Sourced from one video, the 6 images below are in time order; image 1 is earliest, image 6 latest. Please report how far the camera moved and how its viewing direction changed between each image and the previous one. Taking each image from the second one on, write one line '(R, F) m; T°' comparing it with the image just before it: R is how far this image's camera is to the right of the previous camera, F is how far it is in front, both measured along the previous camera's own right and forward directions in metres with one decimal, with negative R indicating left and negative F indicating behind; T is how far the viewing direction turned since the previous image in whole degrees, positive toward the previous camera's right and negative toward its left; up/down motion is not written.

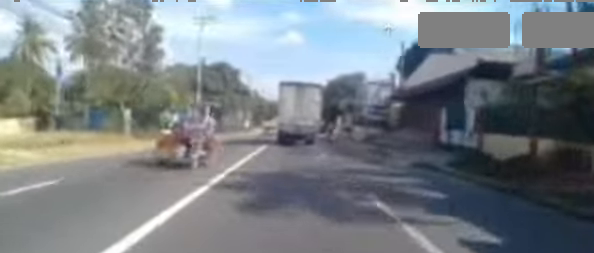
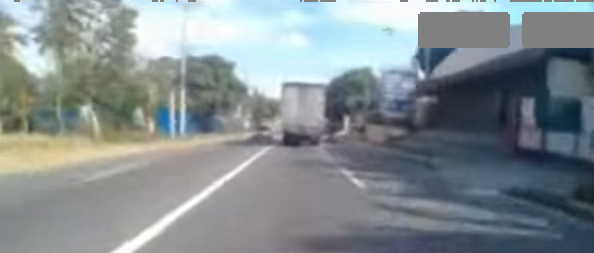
(0.0, +5.6) m; -1°
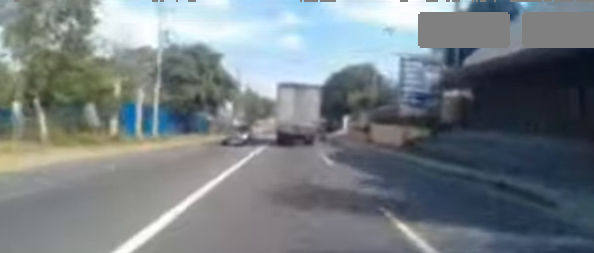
(0.0, +4.4) m; -1°
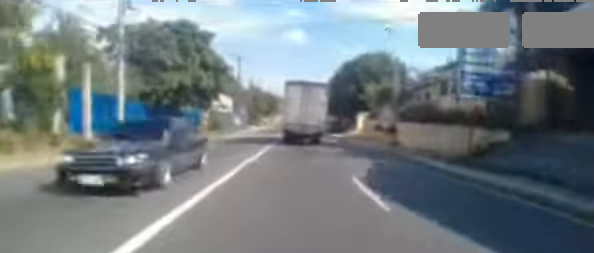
(-0.3, +6.5) m; 0°
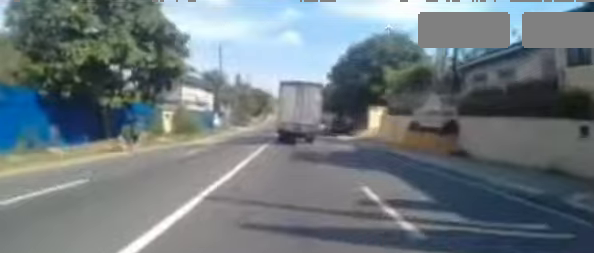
(+0.3, +9.9) m; 0°
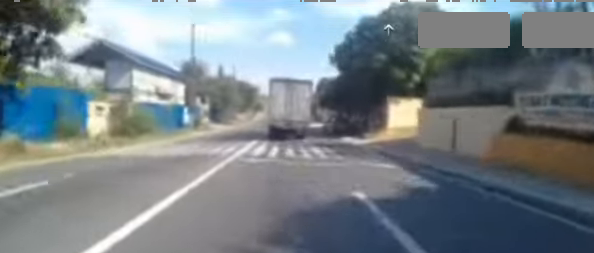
(-0.3, +10.2) m; 0°
